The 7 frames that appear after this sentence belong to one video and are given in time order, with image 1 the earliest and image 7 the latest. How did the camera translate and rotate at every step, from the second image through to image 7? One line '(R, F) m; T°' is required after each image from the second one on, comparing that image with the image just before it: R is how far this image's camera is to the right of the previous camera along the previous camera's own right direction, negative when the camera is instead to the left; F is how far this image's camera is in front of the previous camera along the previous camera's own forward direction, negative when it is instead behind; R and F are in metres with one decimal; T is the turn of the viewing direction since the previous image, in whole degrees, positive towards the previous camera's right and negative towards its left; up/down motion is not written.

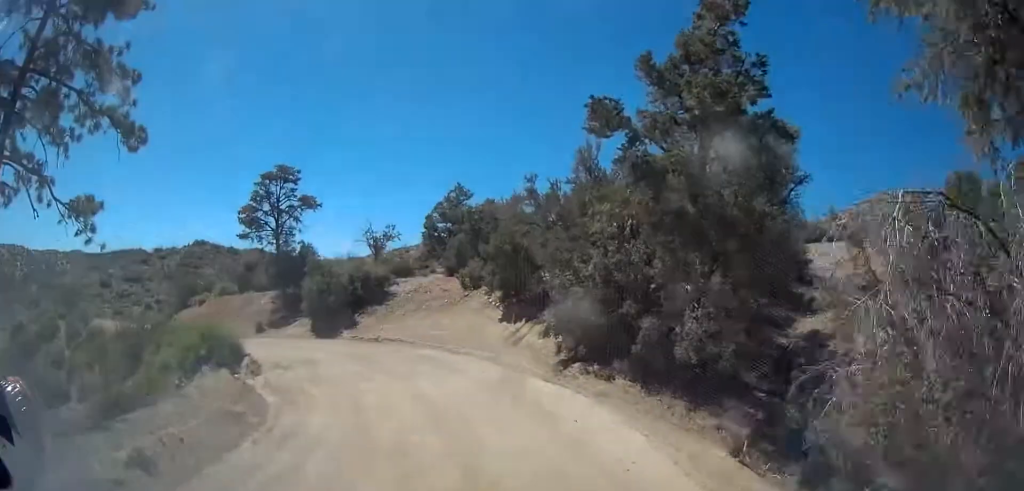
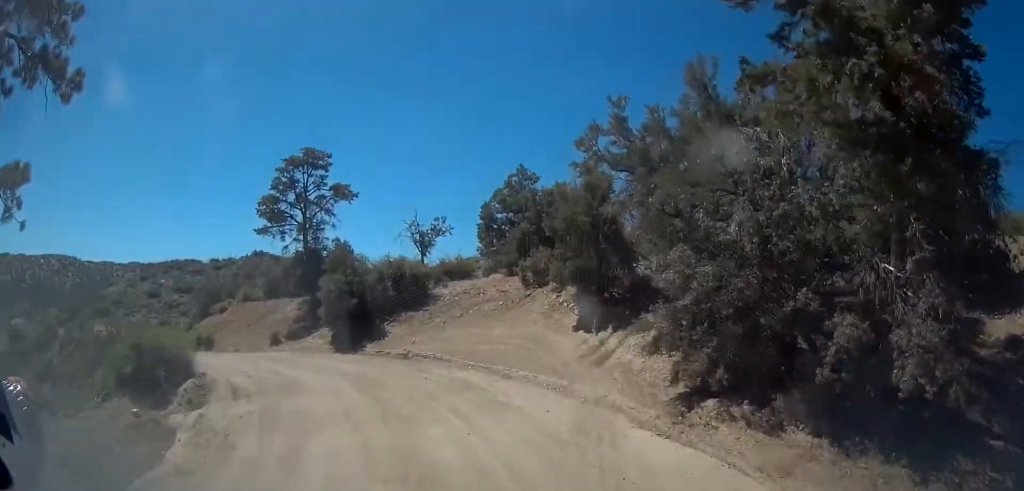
(-0.3, +6.4) m; -9°
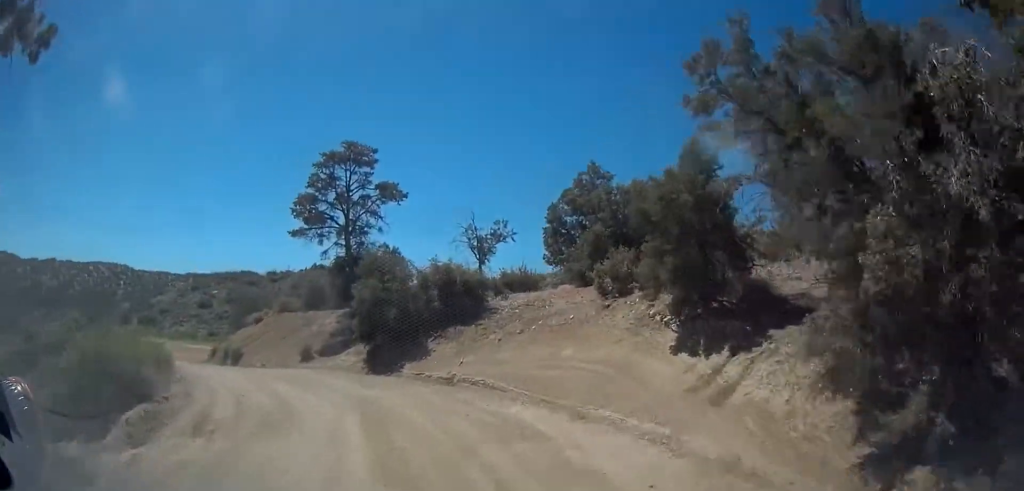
(-0.1, +3.8) m; -8°
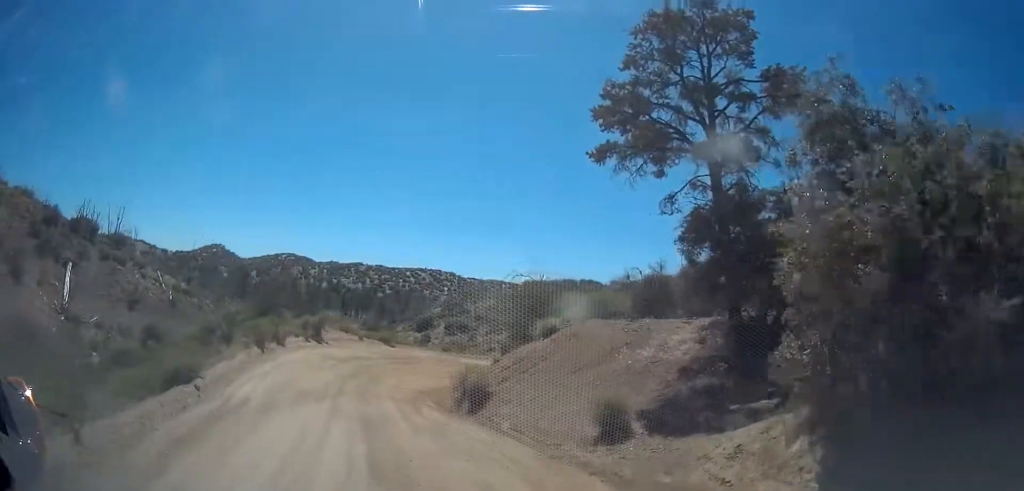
(-4.4, +15.3) m; -29°
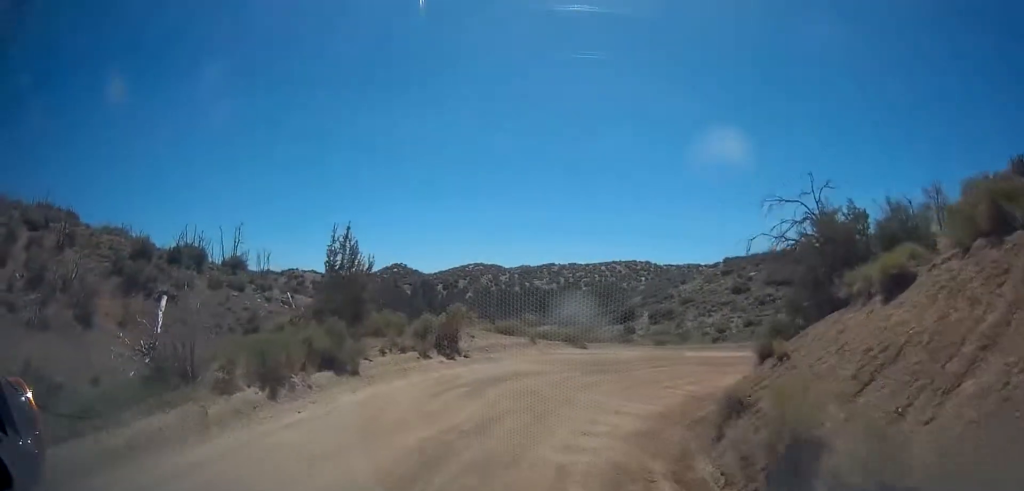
(-2.9, +11.7) m; -21°
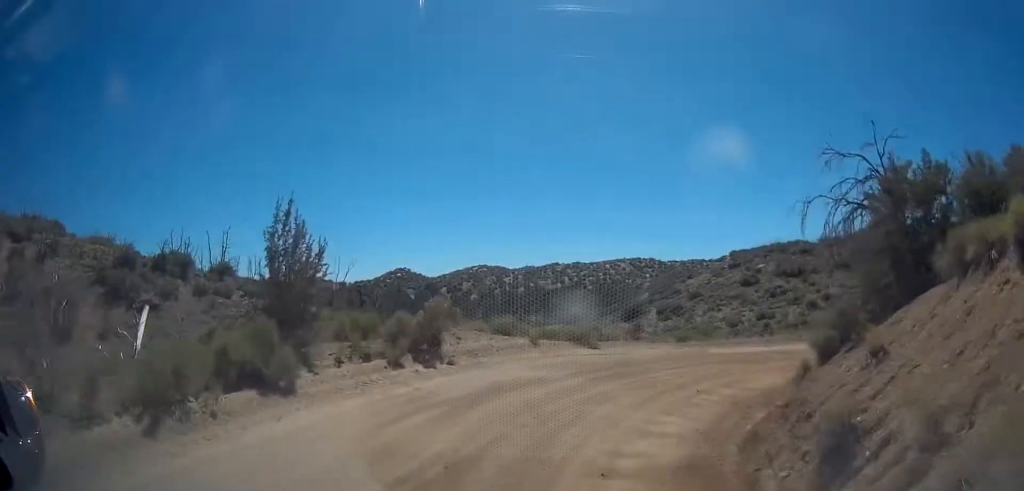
(+0.1, +3.4) m; +2°
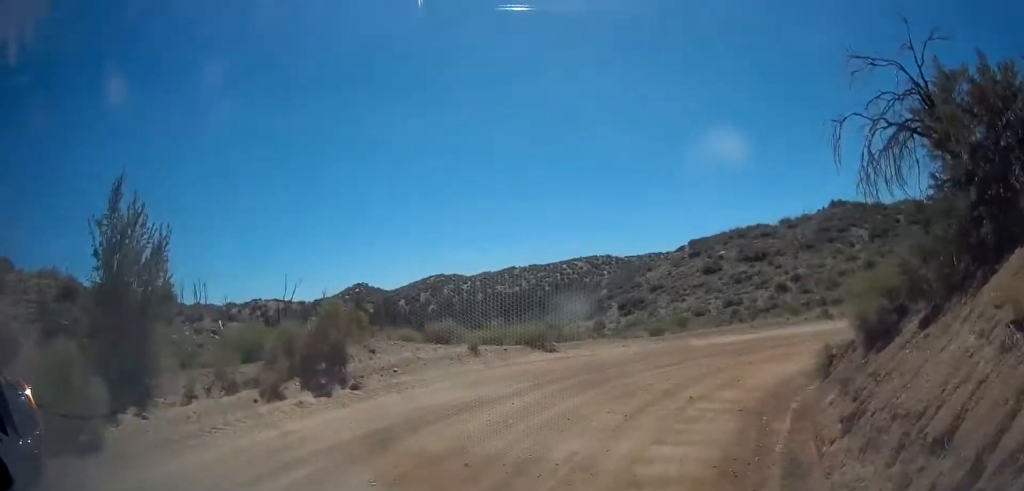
(+0.1, +3.7) m; +3°
